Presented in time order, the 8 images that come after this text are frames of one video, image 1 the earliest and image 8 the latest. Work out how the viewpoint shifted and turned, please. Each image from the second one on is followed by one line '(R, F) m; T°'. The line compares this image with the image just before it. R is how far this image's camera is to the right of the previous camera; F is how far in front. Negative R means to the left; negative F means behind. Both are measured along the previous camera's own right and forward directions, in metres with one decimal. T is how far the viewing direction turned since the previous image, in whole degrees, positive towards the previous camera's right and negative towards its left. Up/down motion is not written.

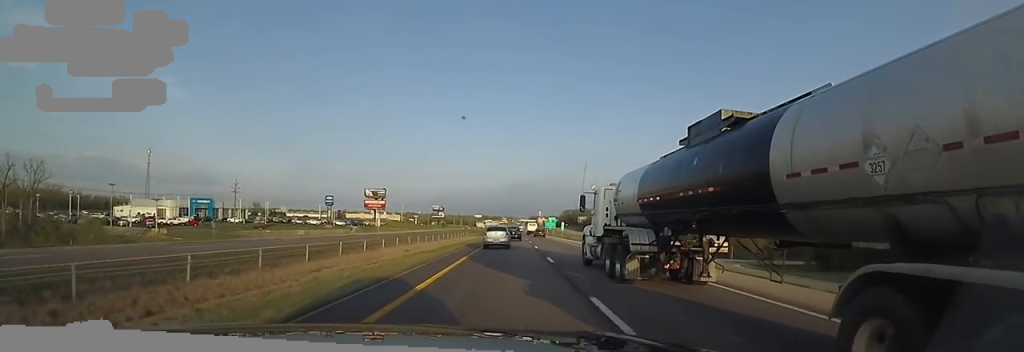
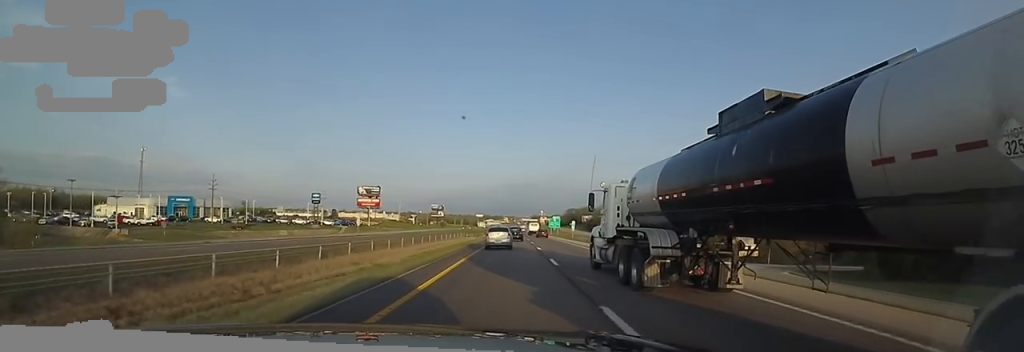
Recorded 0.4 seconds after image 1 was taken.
(-0.4, +13.8) m; -1°
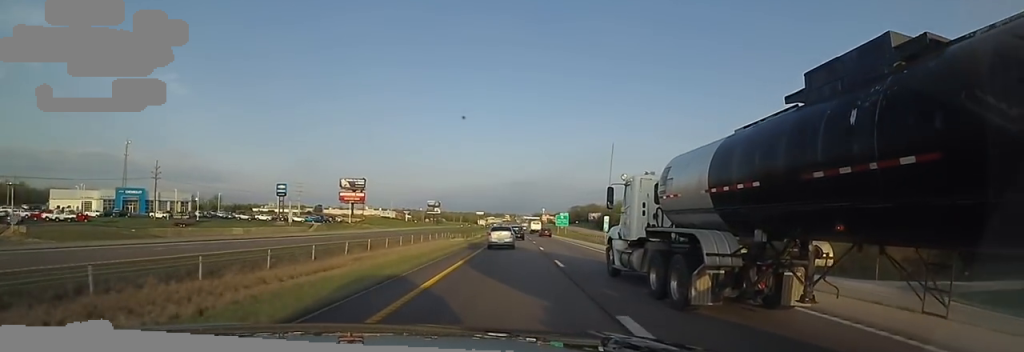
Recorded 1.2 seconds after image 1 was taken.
(-0.3, +26.4) m; -1°
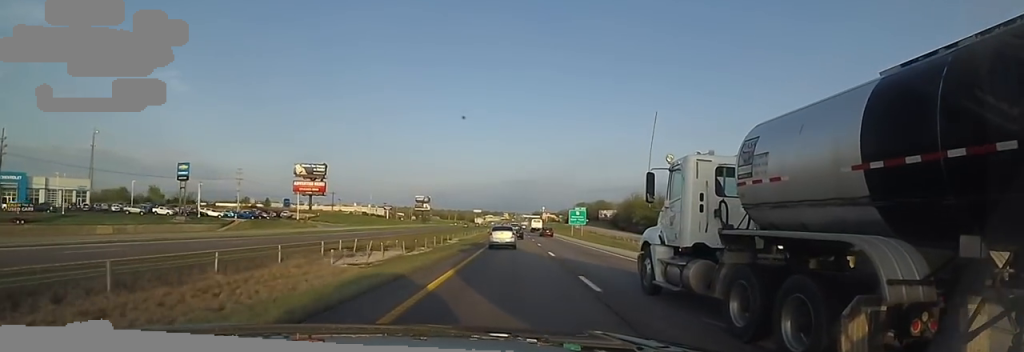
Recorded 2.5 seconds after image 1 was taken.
(0.0, +44.1) m; 0°
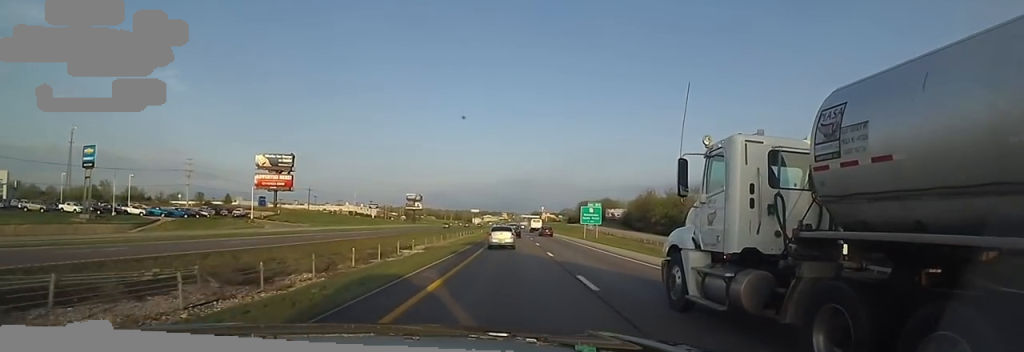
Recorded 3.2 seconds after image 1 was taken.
(0.0, +24.6) m; 0°
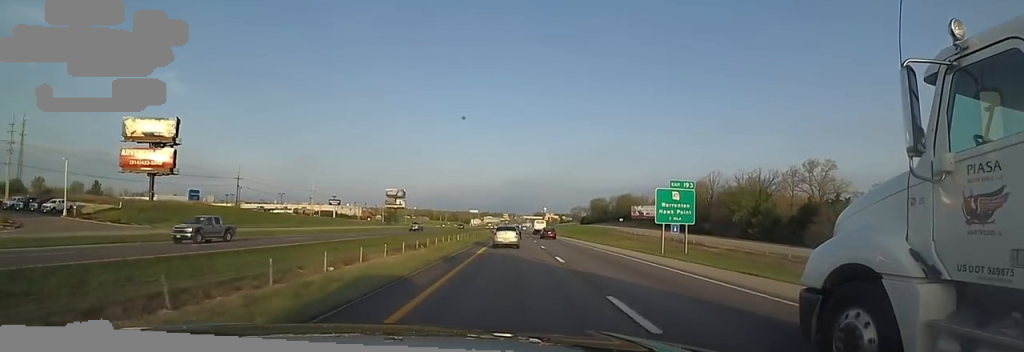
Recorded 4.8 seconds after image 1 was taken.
(0.0, +53.4) m; 0°
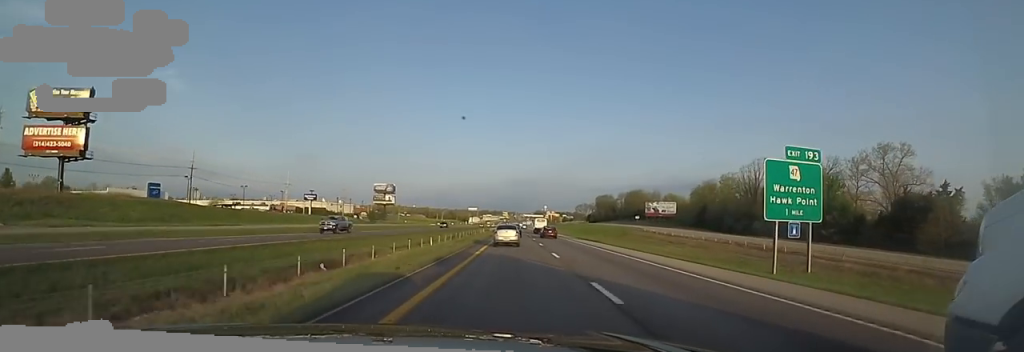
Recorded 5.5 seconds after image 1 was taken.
(0.0, +22.1) m; 0°
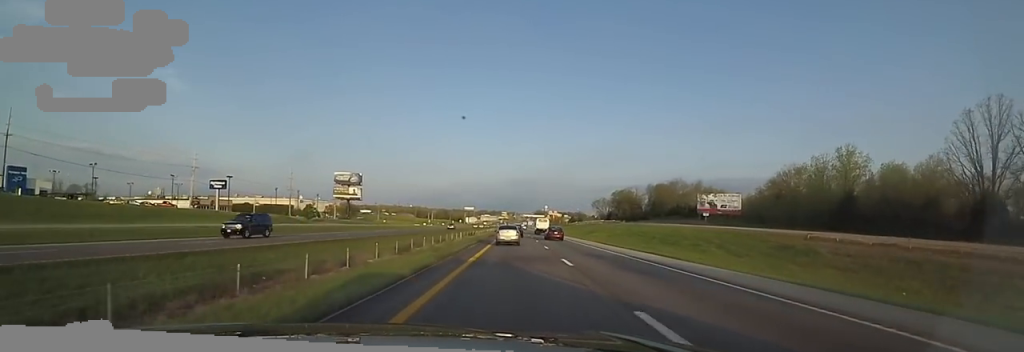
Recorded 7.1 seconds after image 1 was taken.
(0.0, +52.9) m; 0°
